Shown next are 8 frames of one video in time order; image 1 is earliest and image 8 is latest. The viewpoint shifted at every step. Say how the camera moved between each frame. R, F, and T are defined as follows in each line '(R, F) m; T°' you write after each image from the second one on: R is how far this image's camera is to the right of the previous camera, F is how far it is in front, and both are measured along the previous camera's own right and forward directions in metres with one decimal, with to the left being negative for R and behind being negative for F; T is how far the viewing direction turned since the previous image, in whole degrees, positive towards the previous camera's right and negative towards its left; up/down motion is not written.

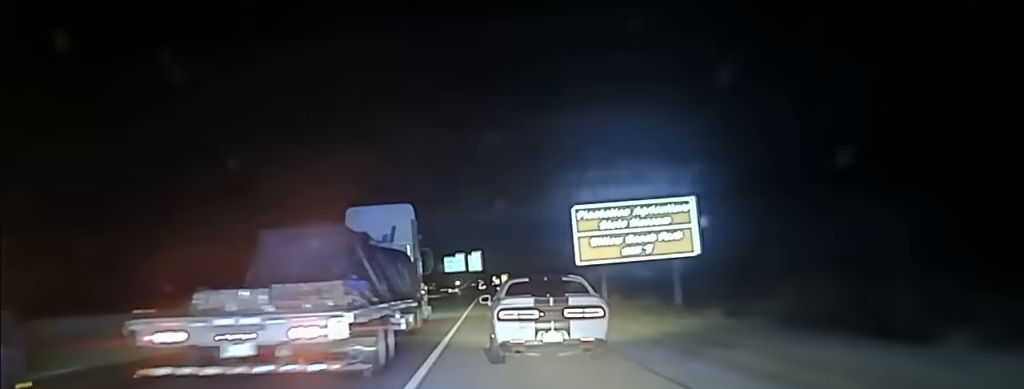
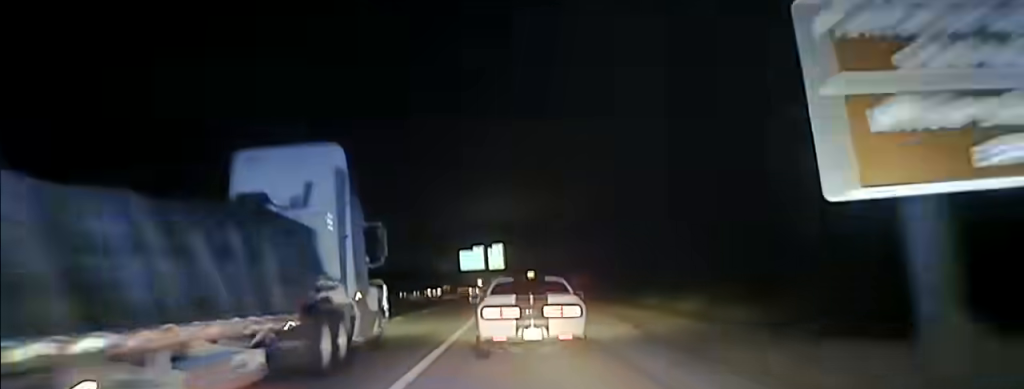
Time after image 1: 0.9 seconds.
(-0.3, +37.5) m; -1°
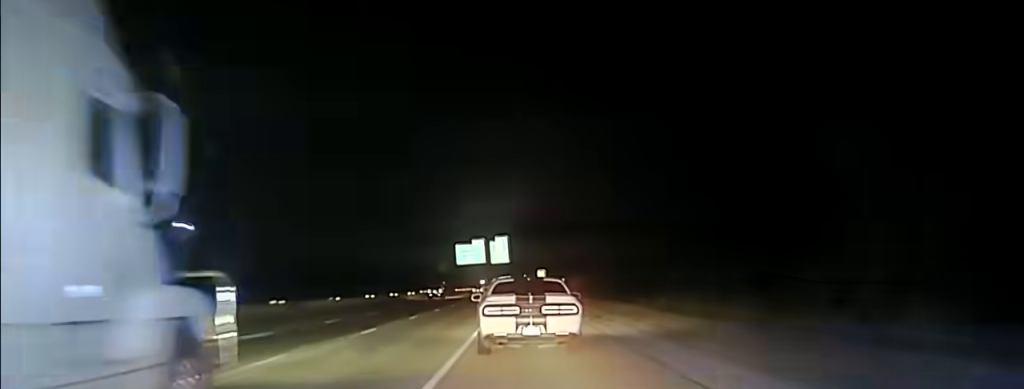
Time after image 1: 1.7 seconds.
(-0.3, +35.7) m; -1°
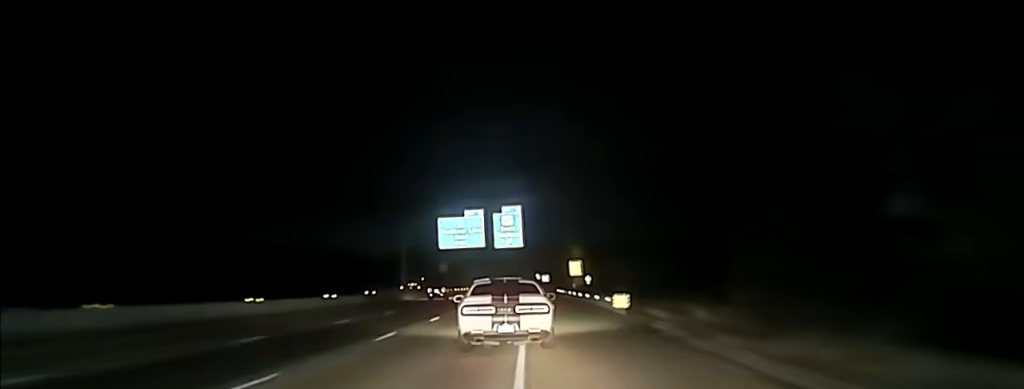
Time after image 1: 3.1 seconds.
(-0.1, +64.8) m; 0°
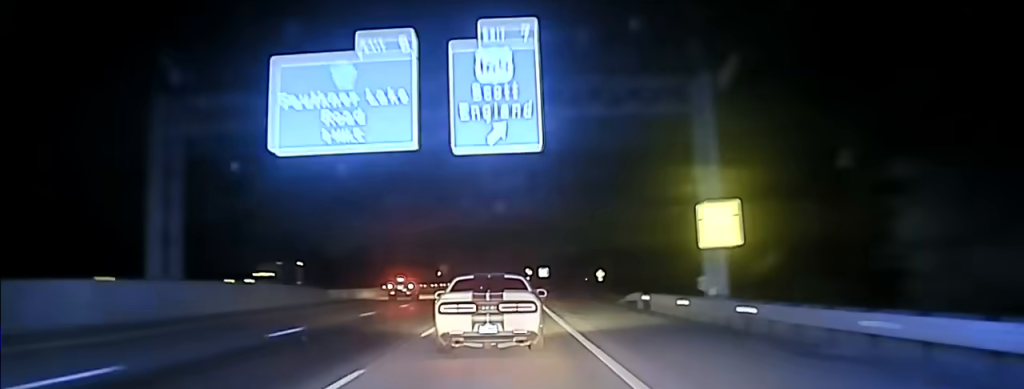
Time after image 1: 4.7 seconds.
(-0.4, +72.9) m; 0°
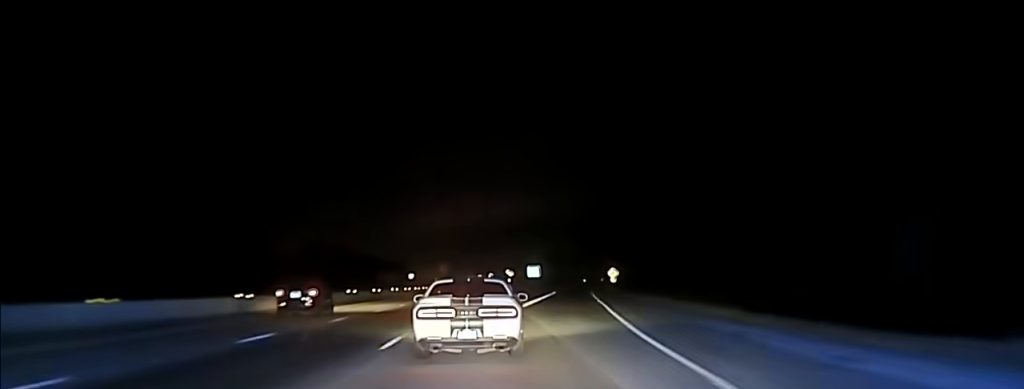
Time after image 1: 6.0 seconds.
(+0.8, +65.5) m; +1°
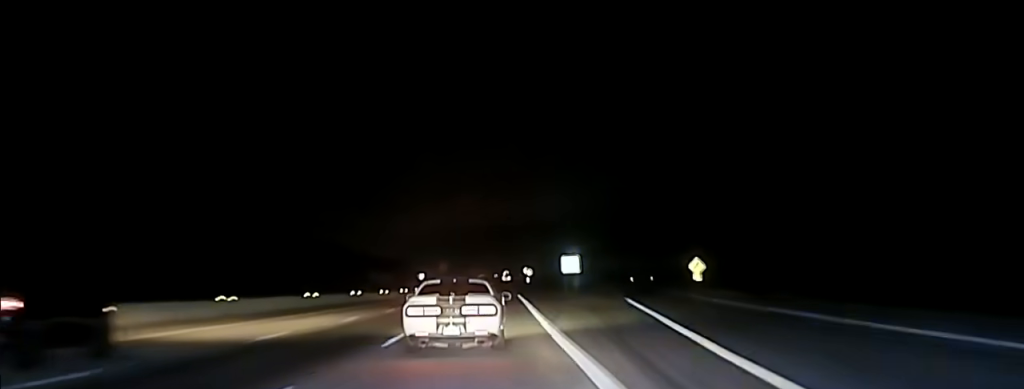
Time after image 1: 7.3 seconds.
(+0.3, +60.7) m; 0°
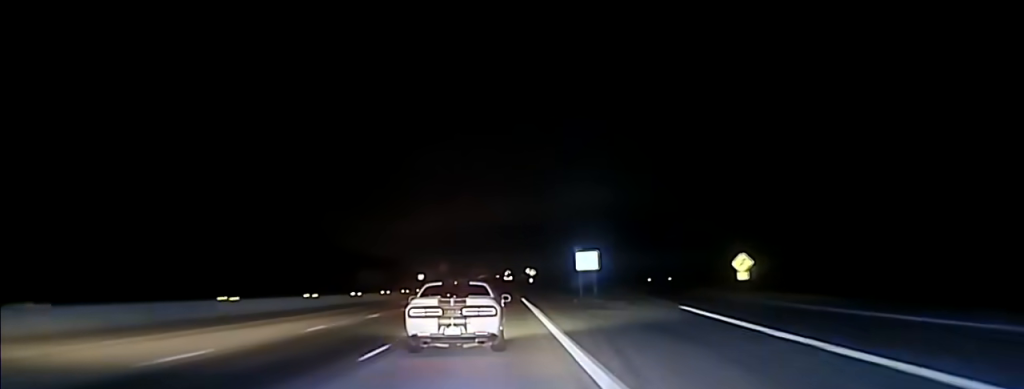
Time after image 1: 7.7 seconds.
(-0.2, +19.4) m; 0°
